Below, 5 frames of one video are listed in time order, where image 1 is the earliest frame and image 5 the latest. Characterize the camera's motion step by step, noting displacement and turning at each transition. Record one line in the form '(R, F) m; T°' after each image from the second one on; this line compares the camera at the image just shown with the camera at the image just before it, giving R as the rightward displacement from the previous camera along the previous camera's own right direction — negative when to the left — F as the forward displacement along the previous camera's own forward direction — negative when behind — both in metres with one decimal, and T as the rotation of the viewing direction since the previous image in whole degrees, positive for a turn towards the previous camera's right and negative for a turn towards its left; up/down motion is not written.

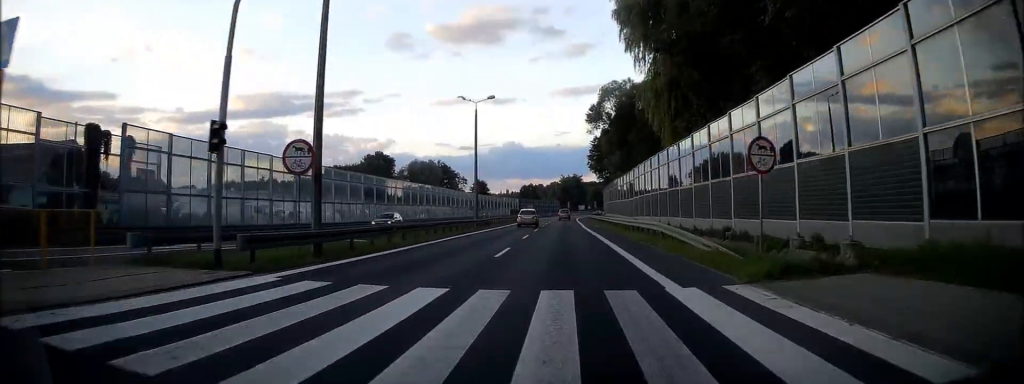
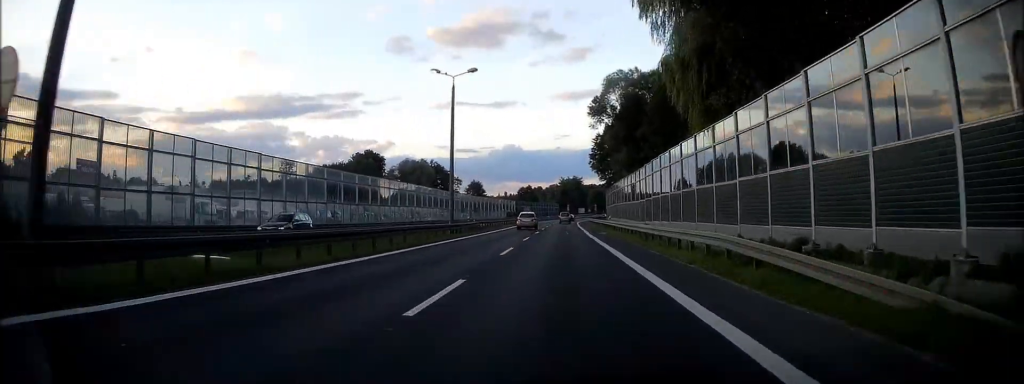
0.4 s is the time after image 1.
(+0.1, +9.6) m; 0°
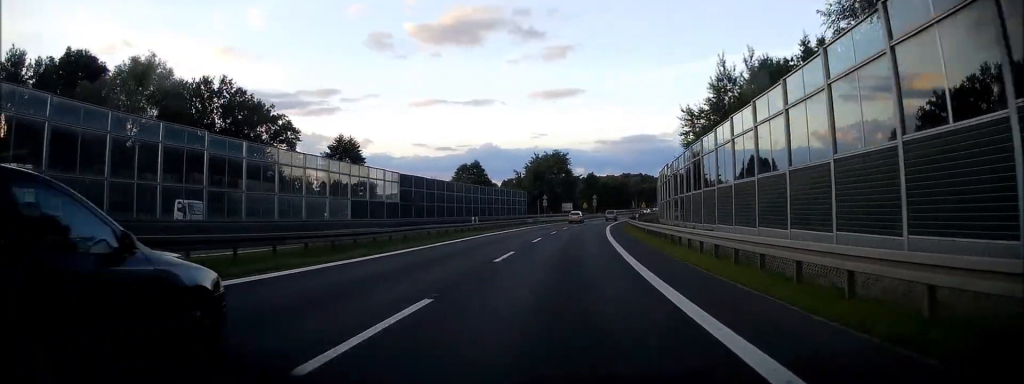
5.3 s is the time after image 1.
(-0.2, +109.0) m; +2°
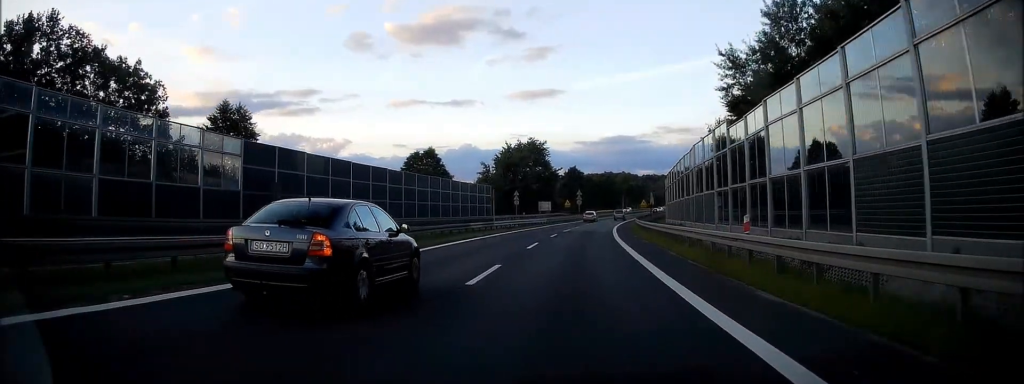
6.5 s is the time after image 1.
(+0.6, +28.3) m; +2°
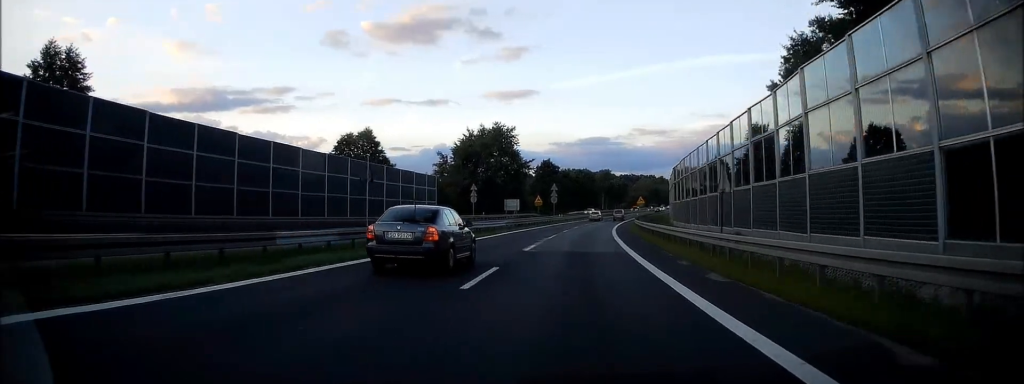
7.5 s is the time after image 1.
(+0.4, +23.9) m; +2°
